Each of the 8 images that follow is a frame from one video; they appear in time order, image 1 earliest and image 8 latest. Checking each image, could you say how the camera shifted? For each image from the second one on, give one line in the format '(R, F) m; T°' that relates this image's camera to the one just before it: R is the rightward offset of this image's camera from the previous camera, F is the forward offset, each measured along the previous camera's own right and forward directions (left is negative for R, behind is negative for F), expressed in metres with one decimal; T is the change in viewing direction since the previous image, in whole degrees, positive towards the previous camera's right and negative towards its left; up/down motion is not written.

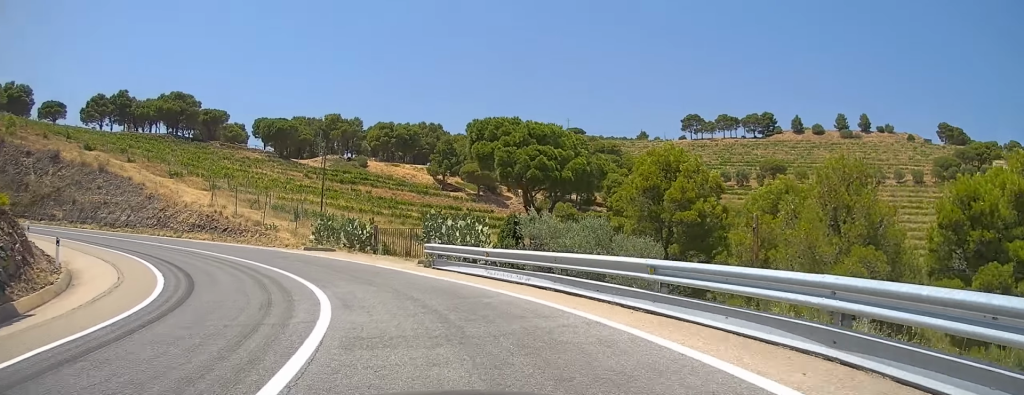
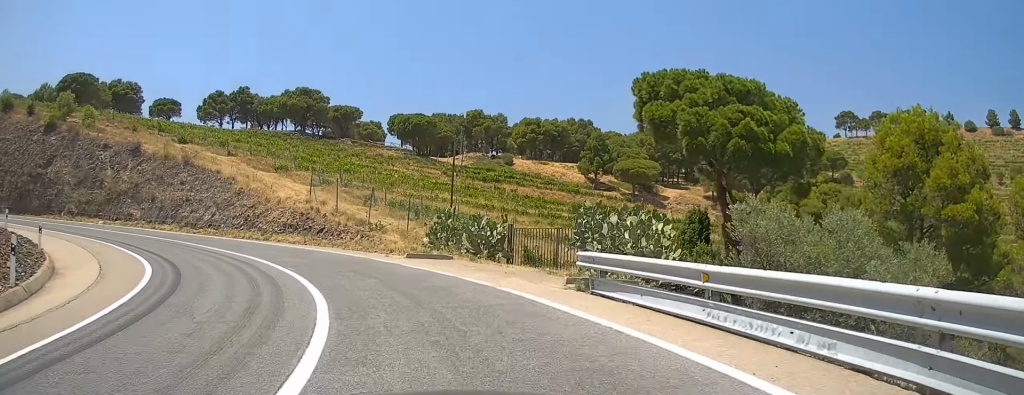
(-1.8, +8.6) m; -15°
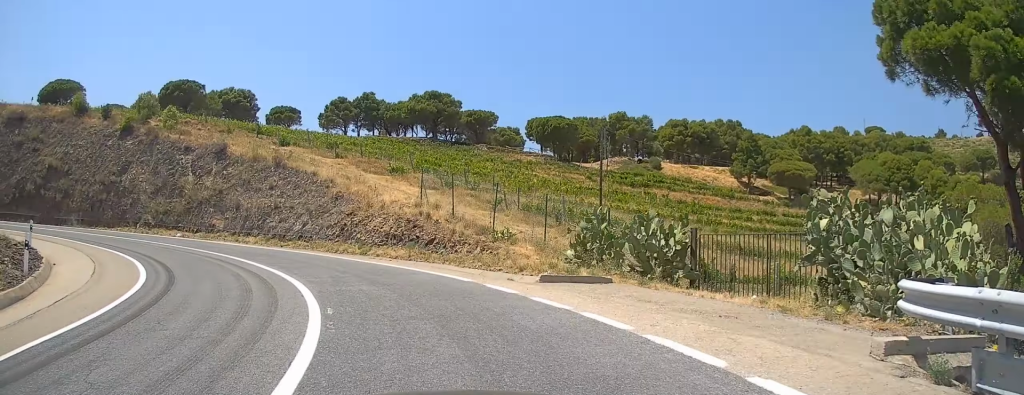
(-0.8, +7.8) m; -13°
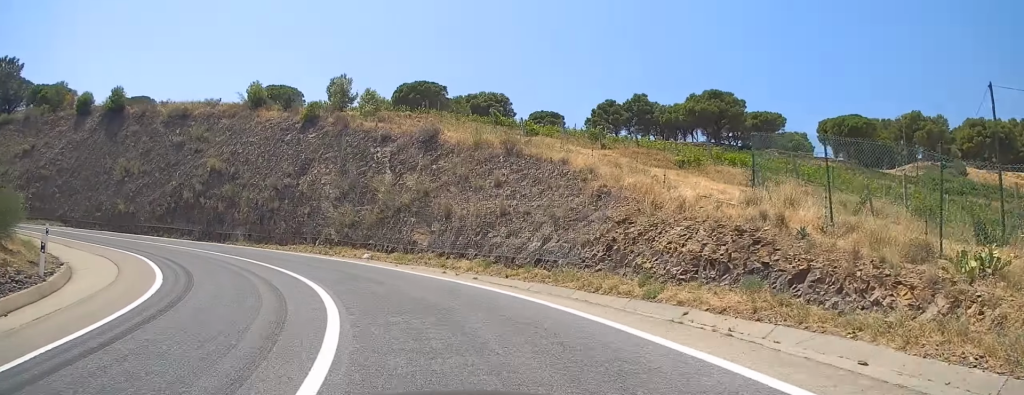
(-2.4, +13.6) m; -19°
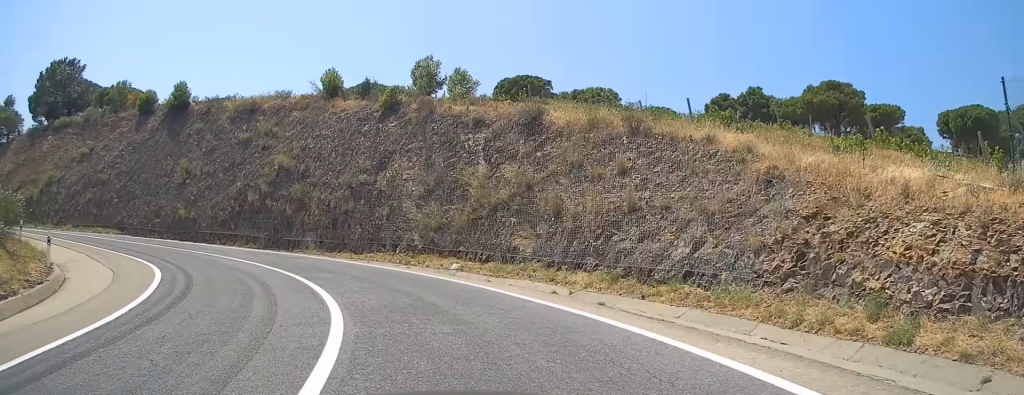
(-0.2, +6.0) m; -8°
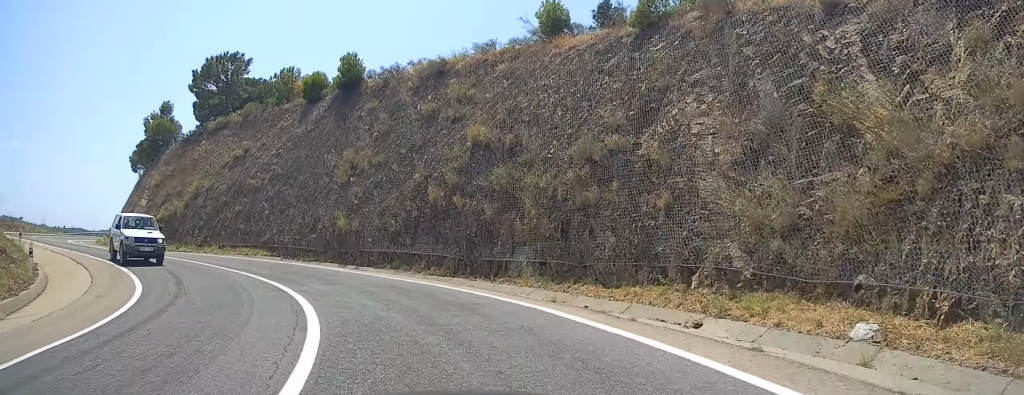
(-2.7, +14.1) m; -26°
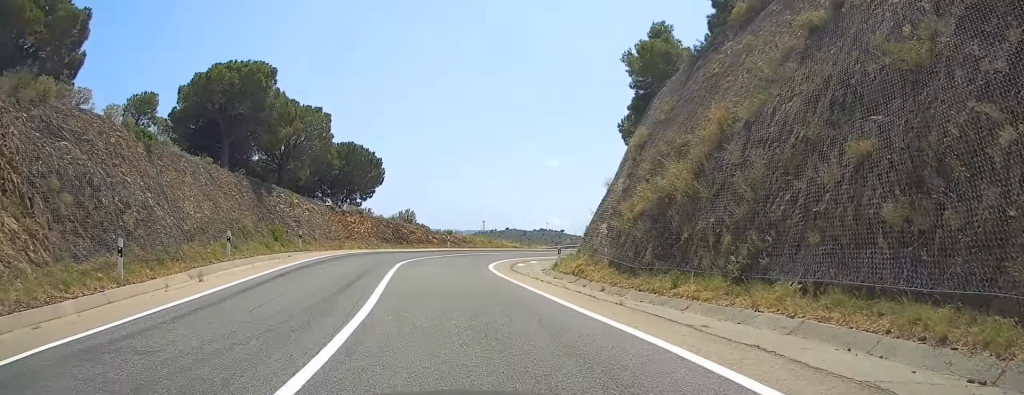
(-13.2, +27.0) m; -43°
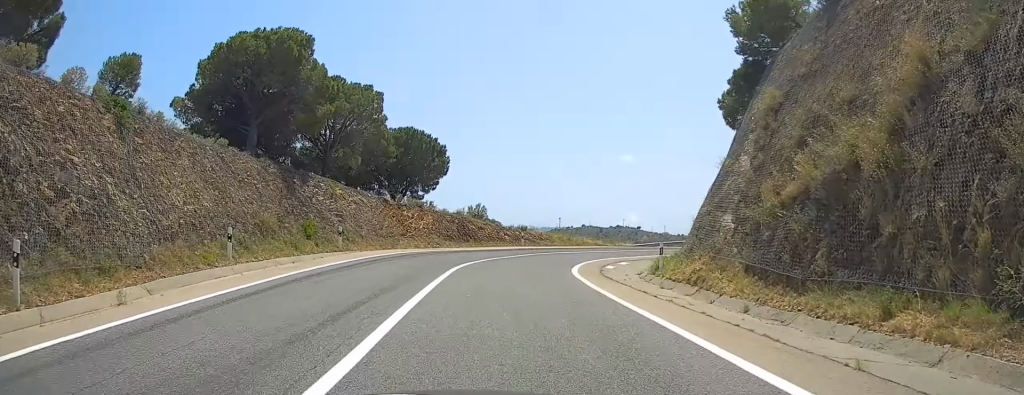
(-0.3, +6.9) m; -4°
